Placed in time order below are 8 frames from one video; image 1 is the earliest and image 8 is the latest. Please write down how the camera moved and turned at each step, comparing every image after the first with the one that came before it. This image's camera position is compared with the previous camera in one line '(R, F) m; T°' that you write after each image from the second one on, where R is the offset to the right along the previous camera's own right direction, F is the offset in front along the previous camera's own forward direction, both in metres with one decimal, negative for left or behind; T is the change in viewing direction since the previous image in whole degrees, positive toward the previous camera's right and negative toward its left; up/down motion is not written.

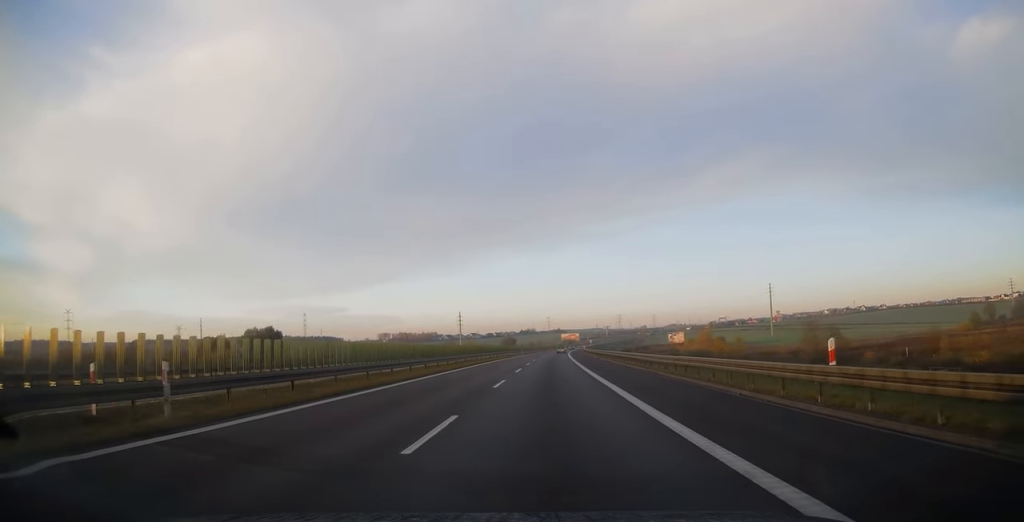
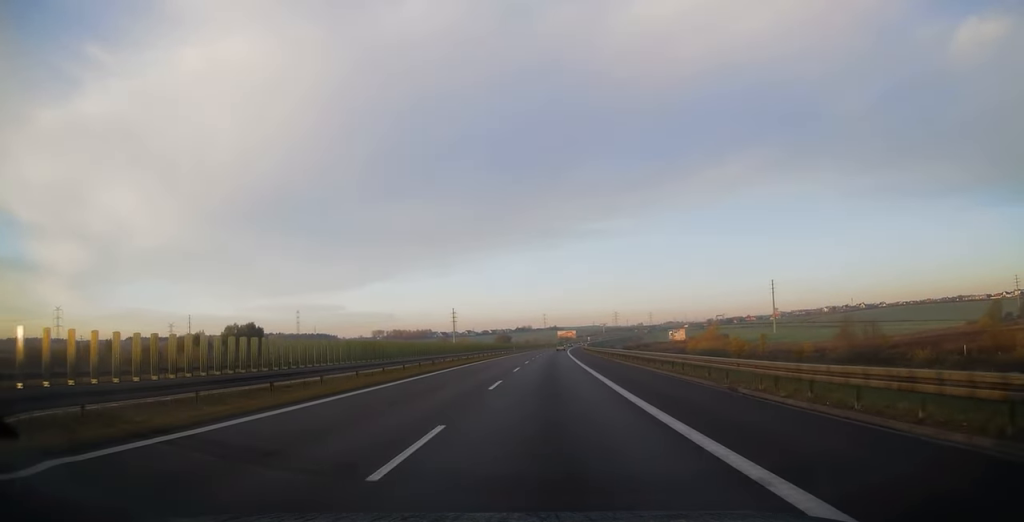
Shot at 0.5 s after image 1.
(+0.4, +13.5) m; 0°
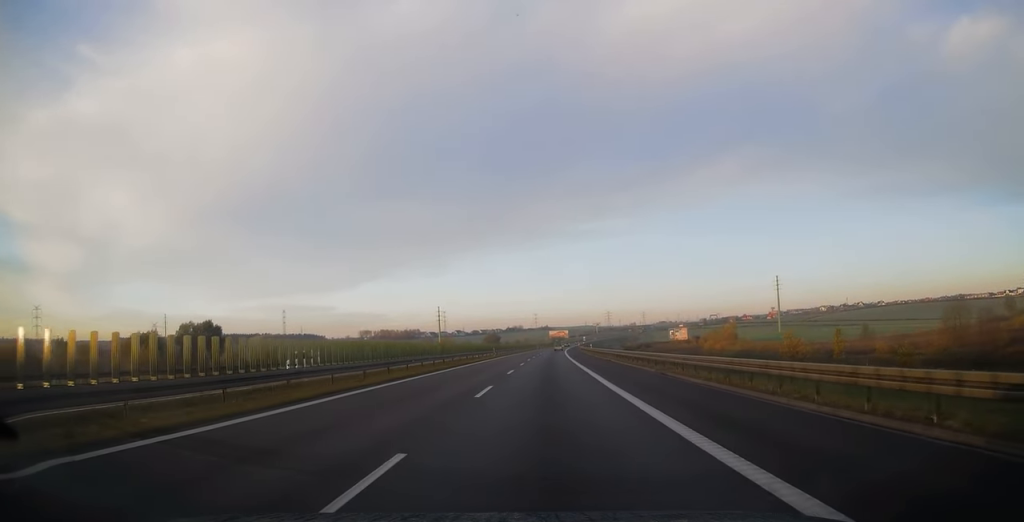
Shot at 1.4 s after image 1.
(-0.1, +26.5) m; 0°
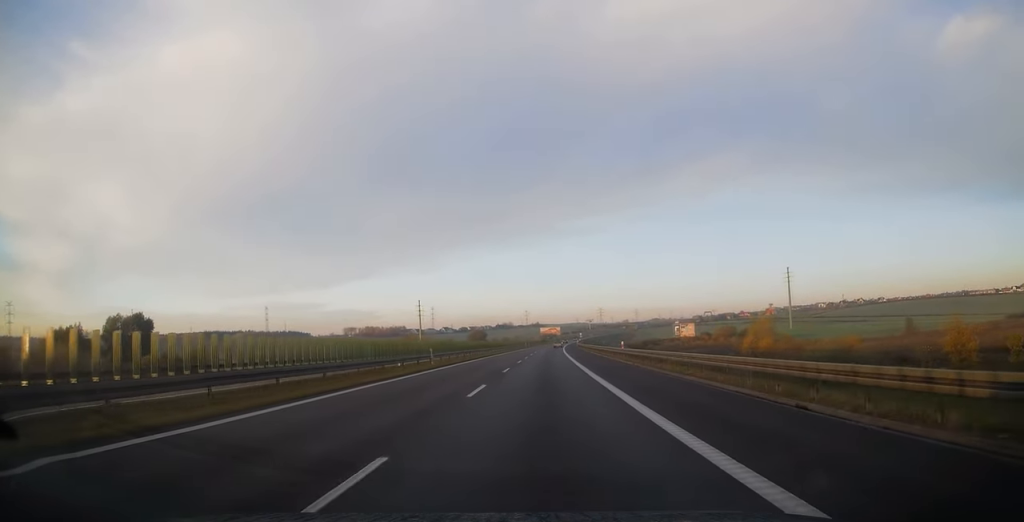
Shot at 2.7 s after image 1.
(+0.4, +36.3) m; +1°
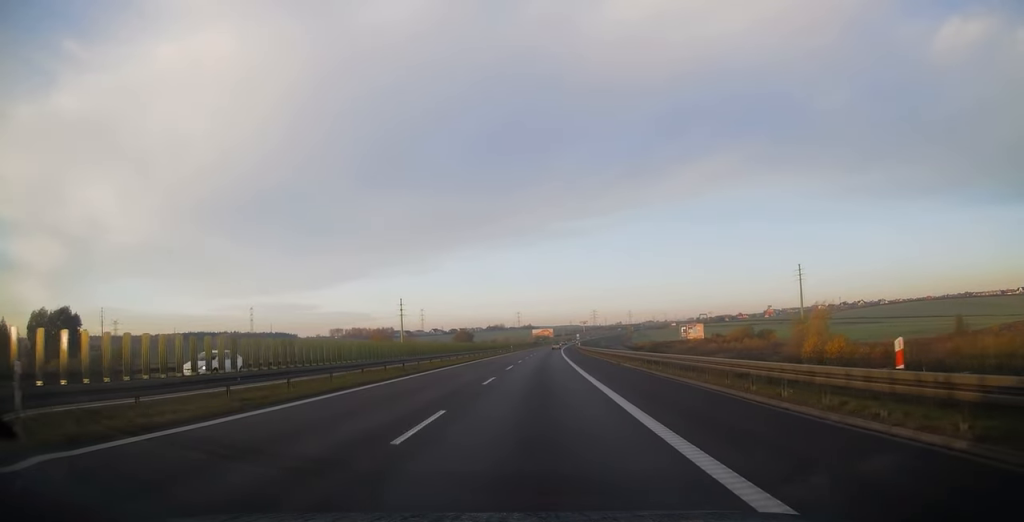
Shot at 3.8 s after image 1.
(0.0, +30.7) m; 0°
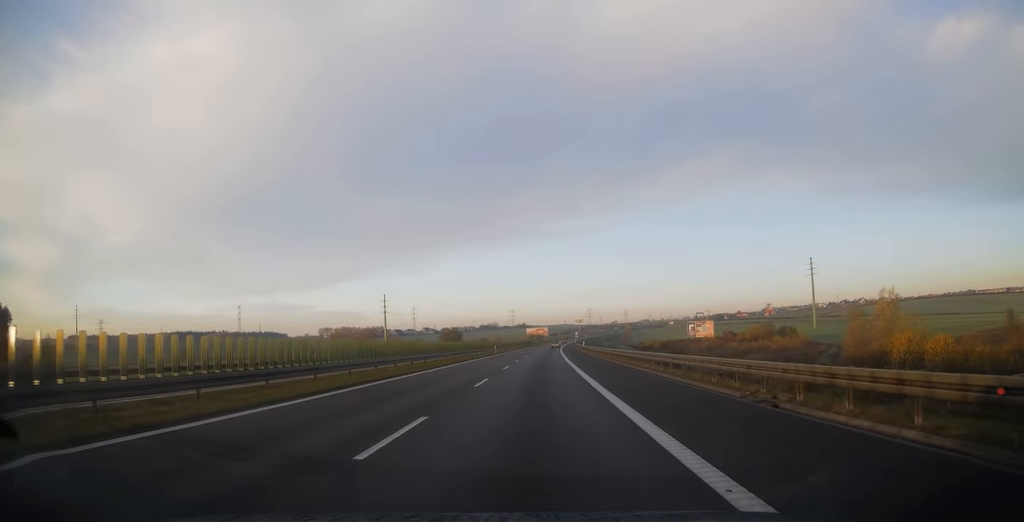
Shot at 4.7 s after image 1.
(0.0, +25.2) m; +1°
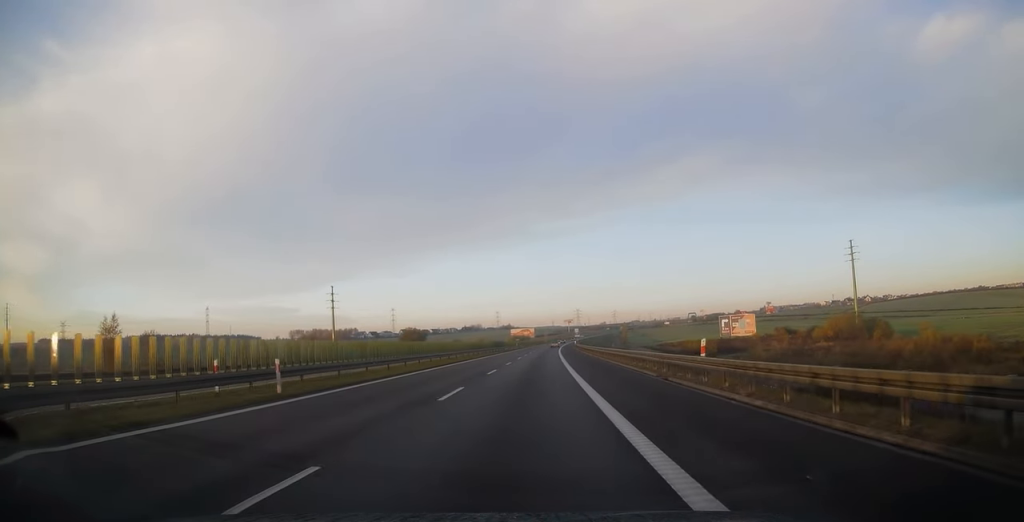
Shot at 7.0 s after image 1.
(+1.1, +64.3) m; +1°
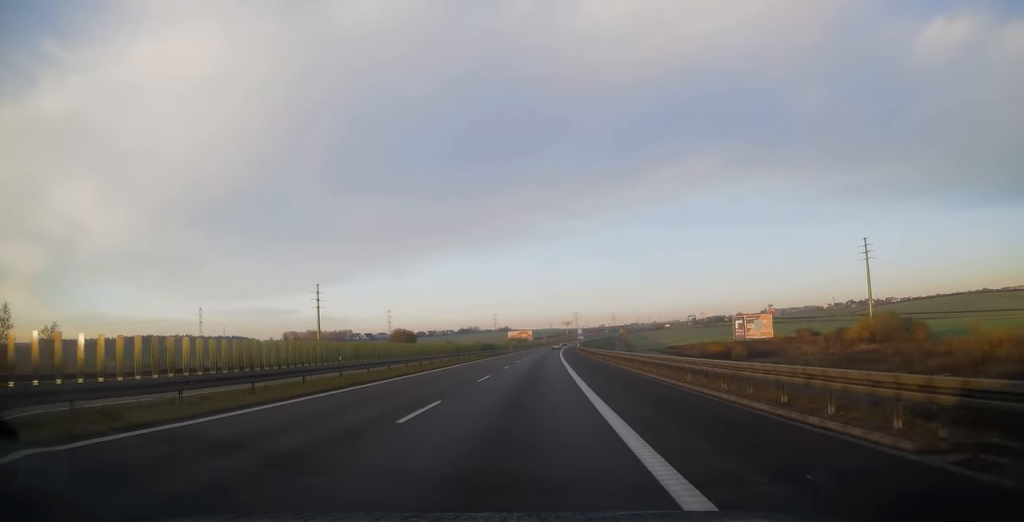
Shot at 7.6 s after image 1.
(0.0, +15.9) m; 0°
